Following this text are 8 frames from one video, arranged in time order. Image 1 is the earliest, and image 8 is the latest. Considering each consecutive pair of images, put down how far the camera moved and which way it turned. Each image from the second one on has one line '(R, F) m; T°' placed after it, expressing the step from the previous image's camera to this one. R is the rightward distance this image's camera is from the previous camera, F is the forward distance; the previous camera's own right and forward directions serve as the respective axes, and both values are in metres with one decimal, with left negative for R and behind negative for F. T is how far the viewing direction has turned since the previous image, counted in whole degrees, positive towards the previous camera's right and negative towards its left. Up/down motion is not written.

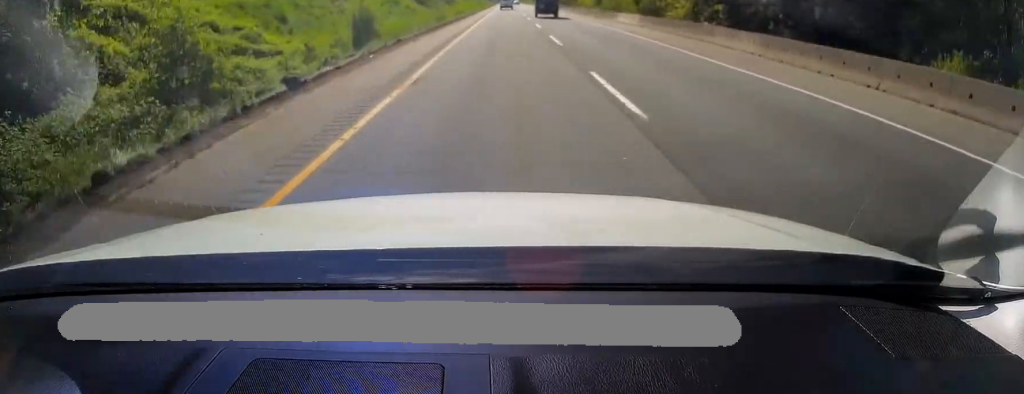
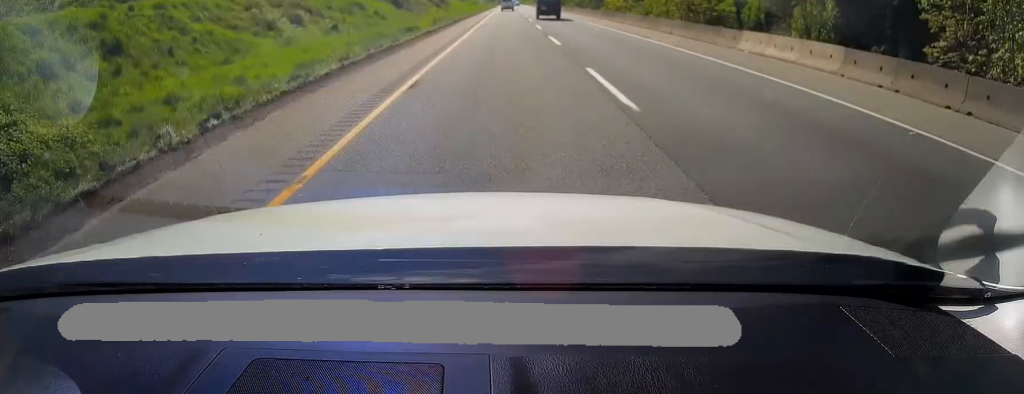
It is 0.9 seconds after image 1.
(-0.2, +25.5) m; 0°
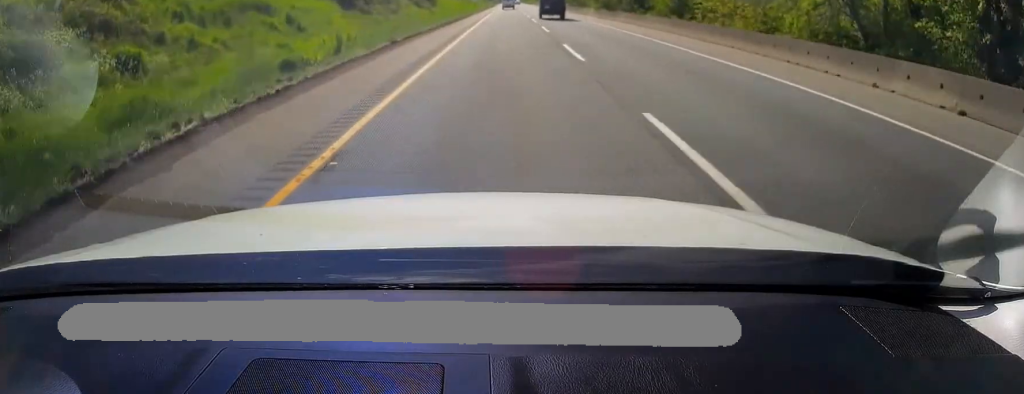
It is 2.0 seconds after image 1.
(+0.6, +32.3) m; +1°
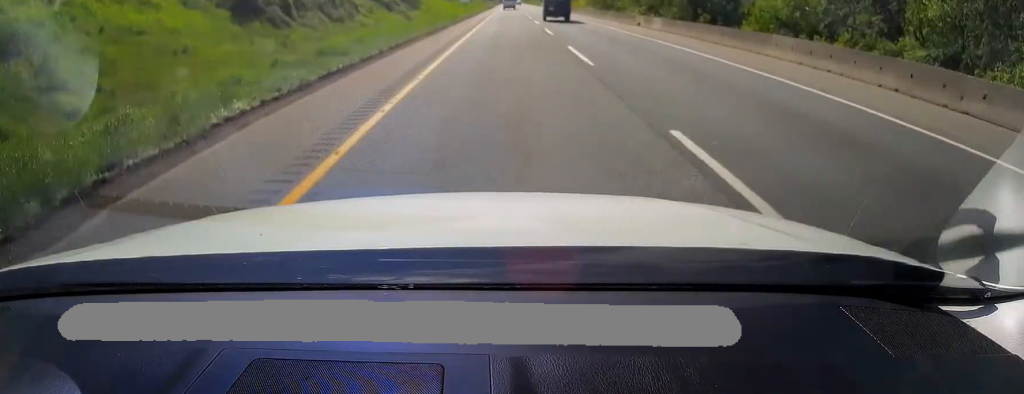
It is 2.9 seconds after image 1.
(0.0, +27.5) m; 0°
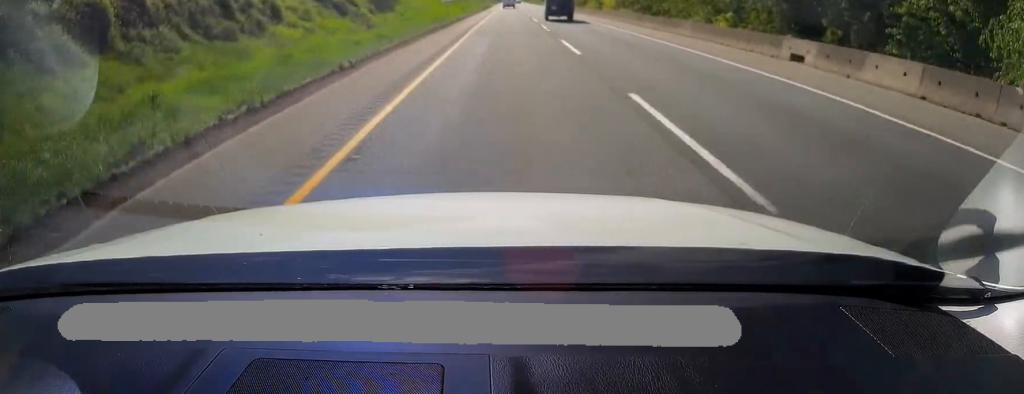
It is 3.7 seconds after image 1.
(0.0, +23.6) m; -1°
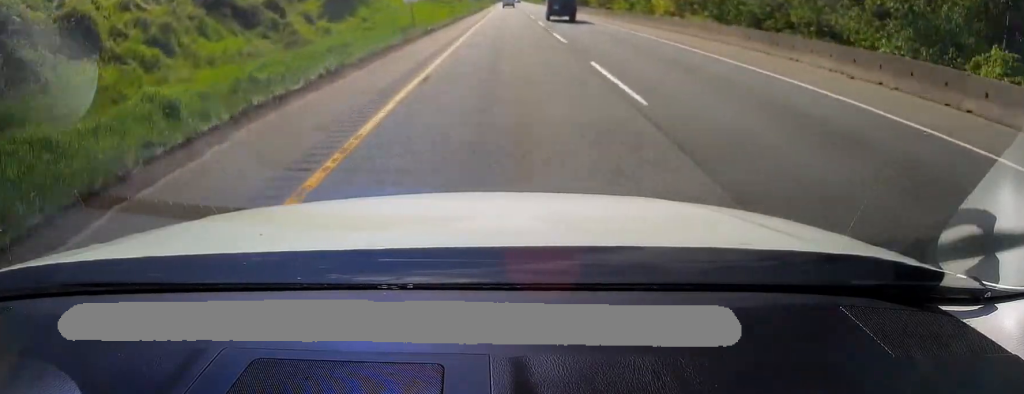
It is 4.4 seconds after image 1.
(-0.5, +21.6) m; 0°
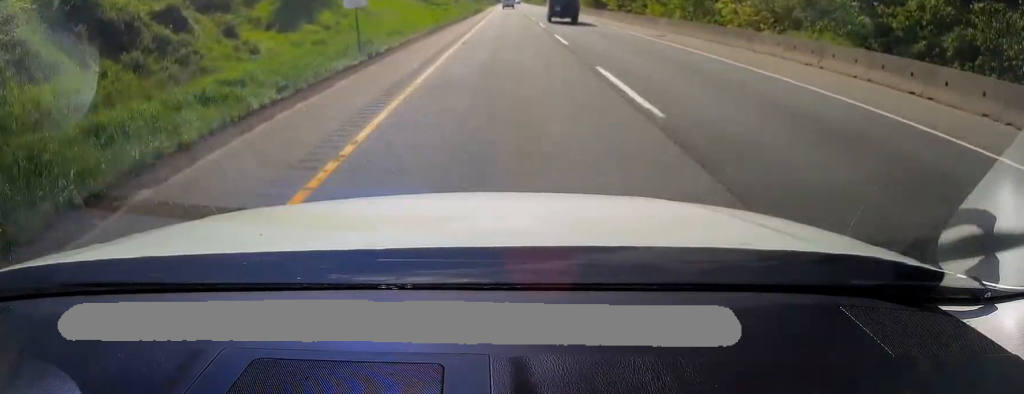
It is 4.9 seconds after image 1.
(+0.1, +13.7) m; 0°
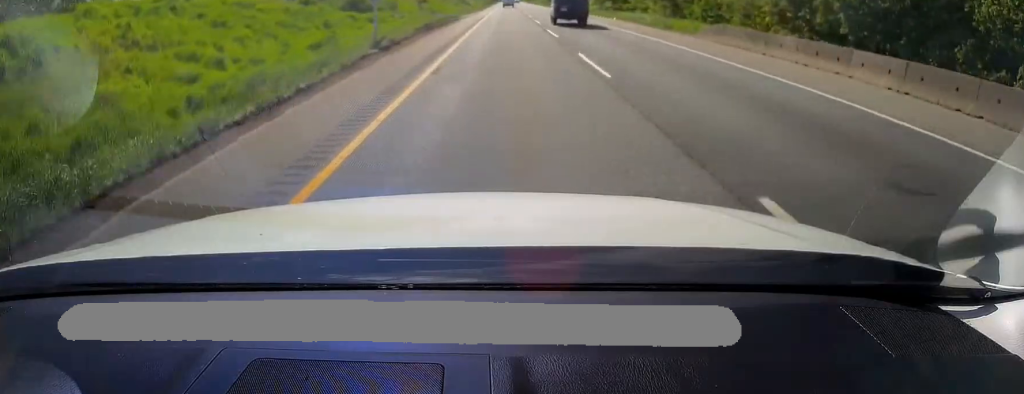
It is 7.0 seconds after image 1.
(+1.0, +61.6) m; +1°
